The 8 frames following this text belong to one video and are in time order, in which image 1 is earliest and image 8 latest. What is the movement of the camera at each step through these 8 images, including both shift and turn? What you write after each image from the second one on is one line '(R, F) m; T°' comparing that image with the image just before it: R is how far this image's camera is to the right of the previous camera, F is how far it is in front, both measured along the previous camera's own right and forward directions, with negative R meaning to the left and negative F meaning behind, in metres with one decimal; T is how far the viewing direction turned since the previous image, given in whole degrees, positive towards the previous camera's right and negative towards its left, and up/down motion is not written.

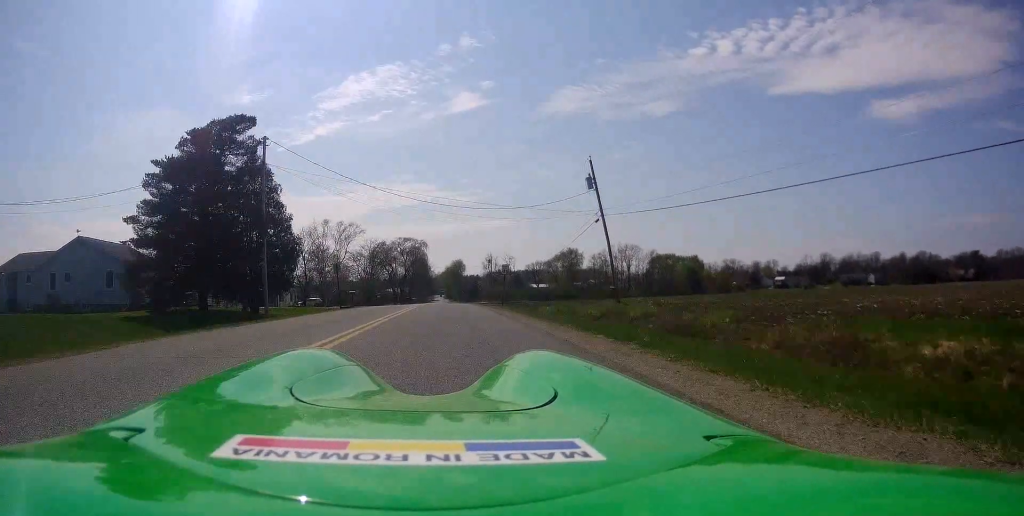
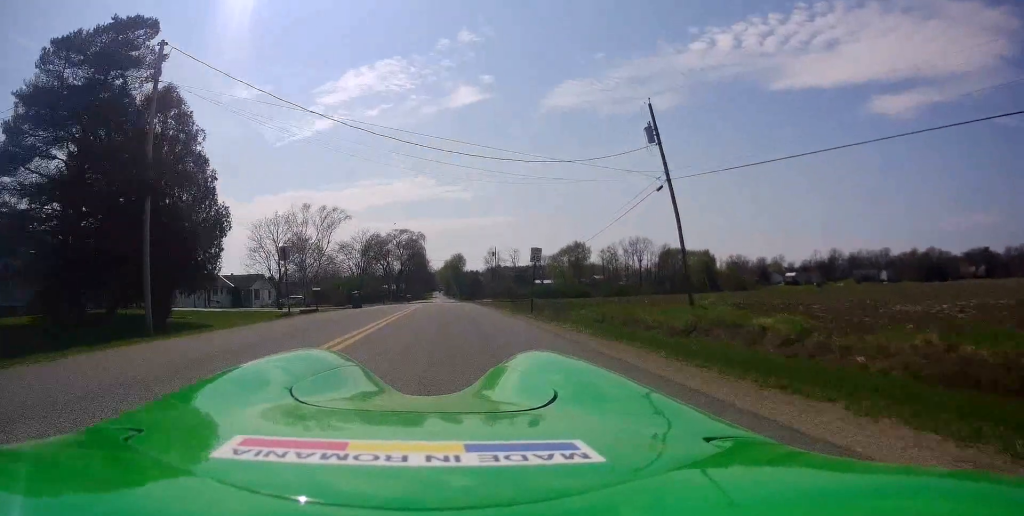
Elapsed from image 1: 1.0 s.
(-0.5, +12.3) m; -3°
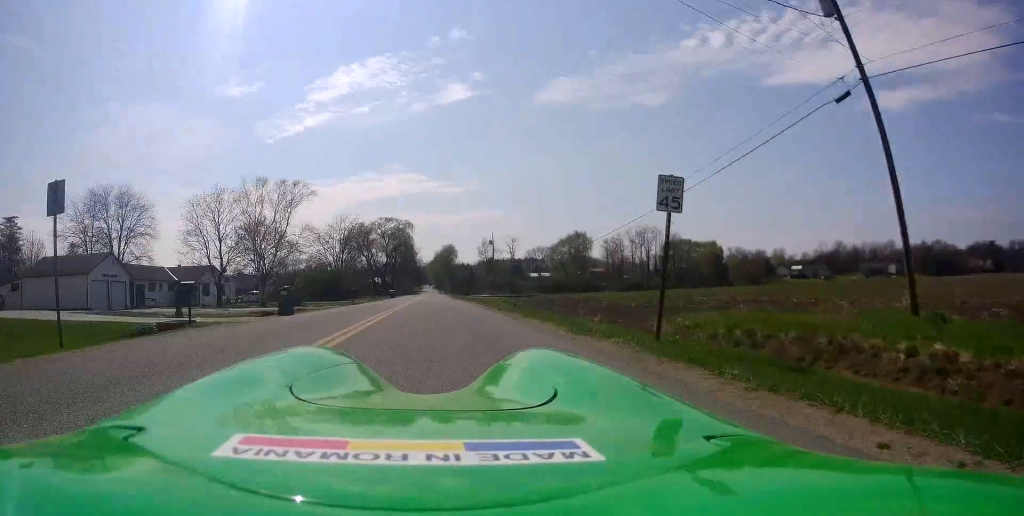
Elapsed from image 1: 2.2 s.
(-0.1, +15.8) m; 0°
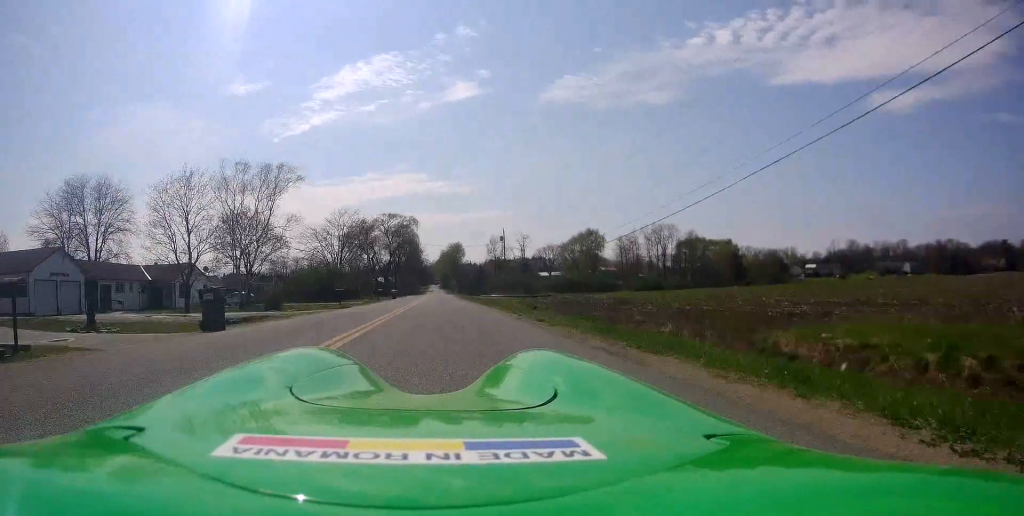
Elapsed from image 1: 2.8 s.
(0.0, +7.9) m; 0°
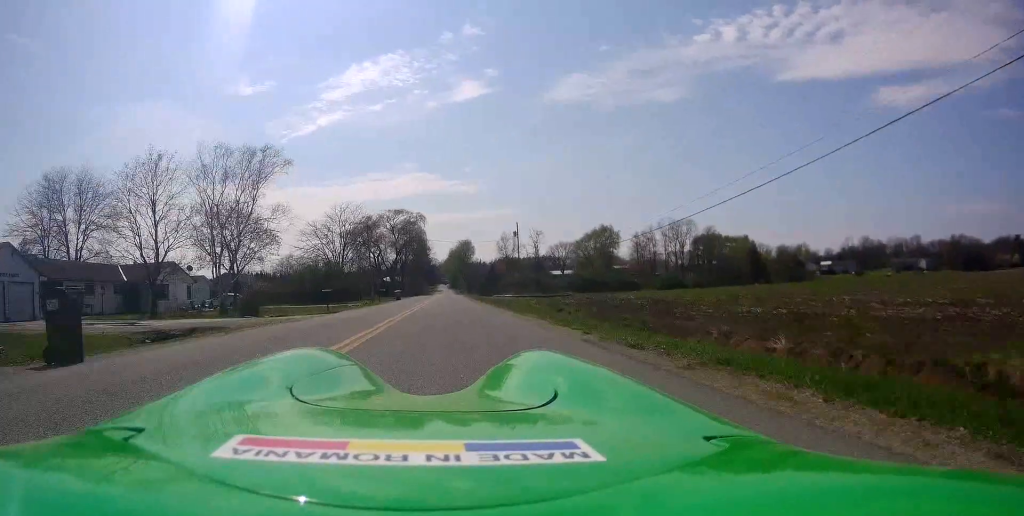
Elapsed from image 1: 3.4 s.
(0.0, +6.9) m; +1°
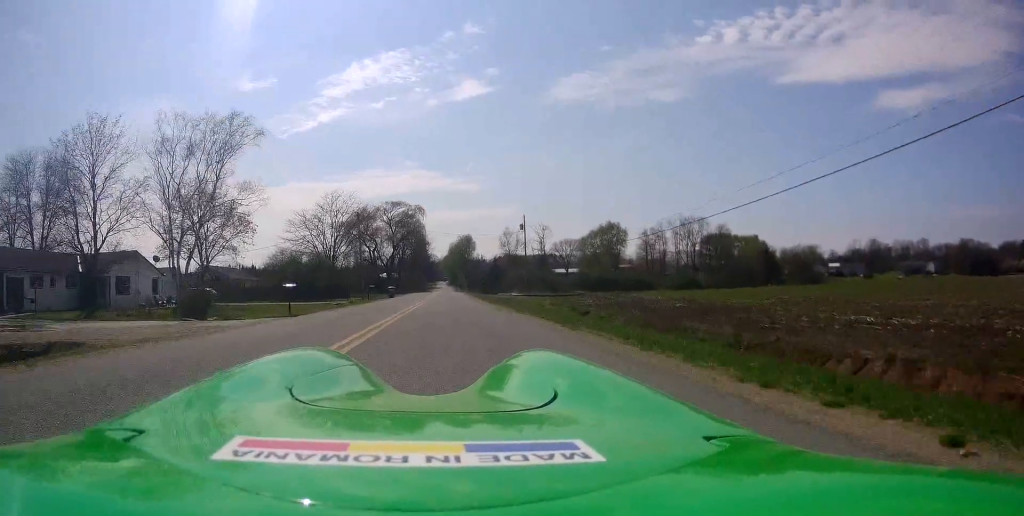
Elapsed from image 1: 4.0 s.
(-0.1, +7.4) m; +1°
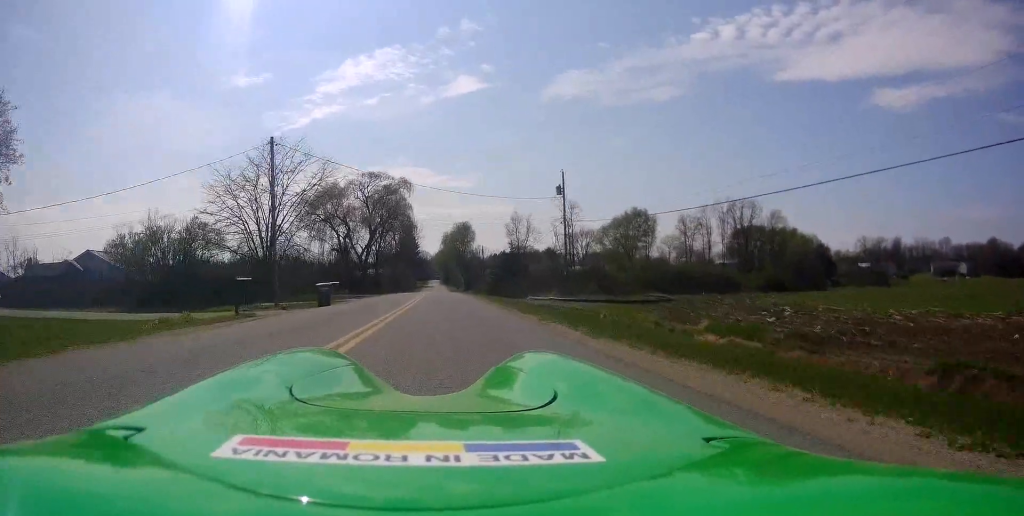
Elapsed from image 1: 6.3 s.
(-0.3, +28.8) m; -3°
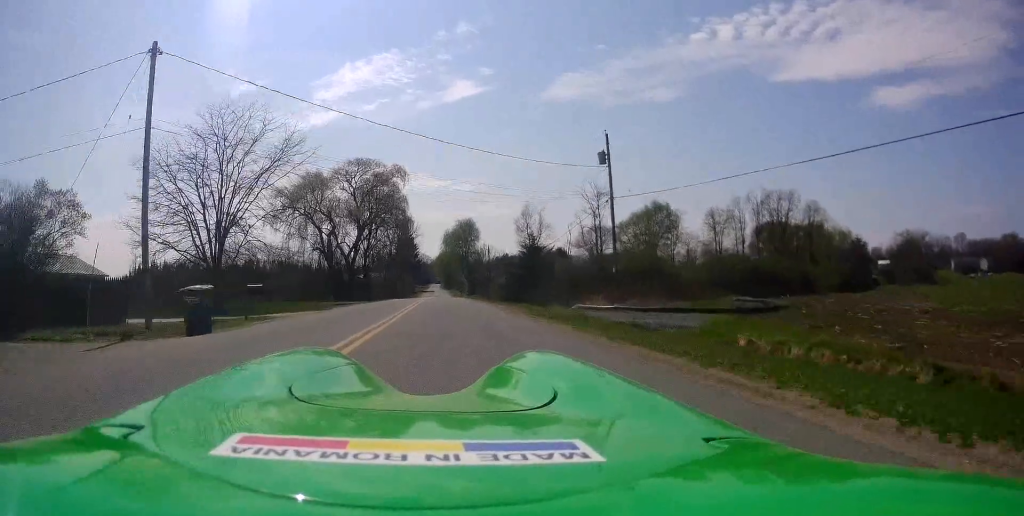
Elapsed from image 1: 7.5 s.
(0.0, +13.1) m; 0°
